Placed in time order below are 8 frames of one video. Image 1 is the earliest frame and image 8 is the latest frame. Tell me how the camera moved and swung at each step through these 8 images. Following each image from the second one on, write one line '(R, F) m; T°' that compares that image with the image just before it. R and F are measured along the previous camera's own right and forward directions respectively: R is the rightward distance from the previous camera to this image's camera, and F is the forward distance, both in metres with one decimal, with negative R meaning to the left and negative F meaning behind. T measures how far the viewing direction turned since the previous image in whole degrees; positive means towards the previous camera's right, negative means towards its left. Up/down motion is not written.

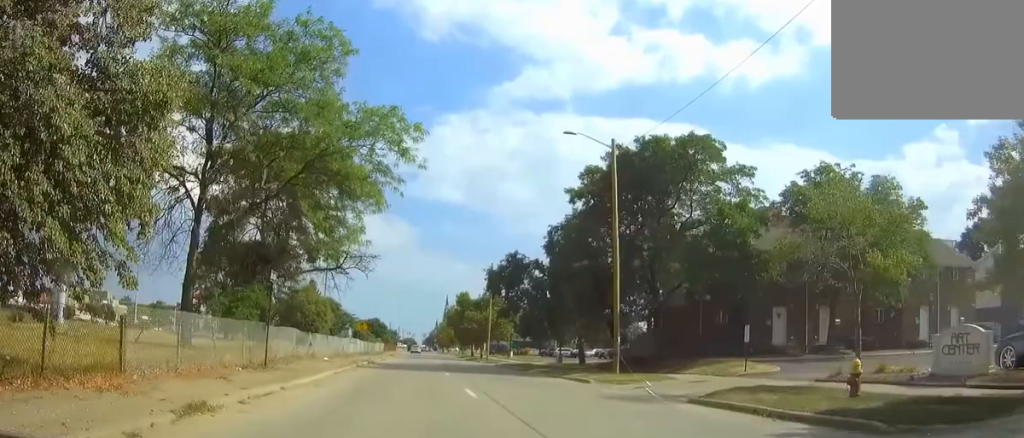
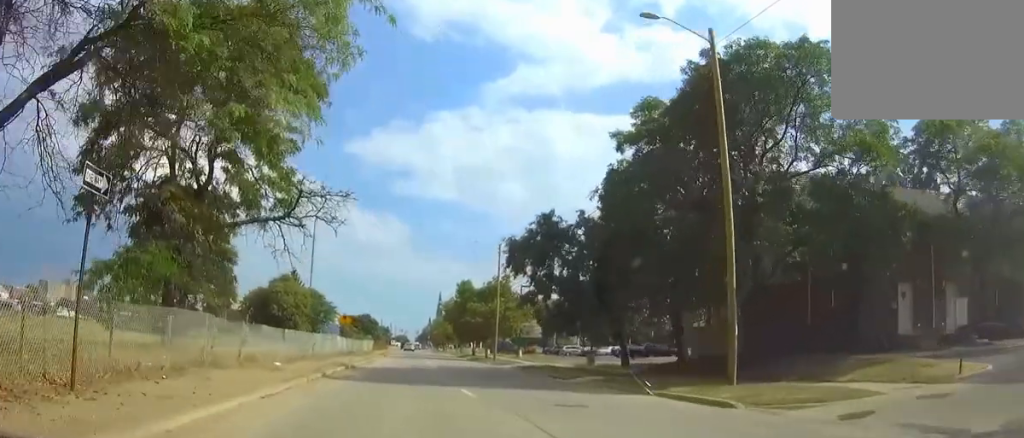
(0.0, +12.1) m; 0°
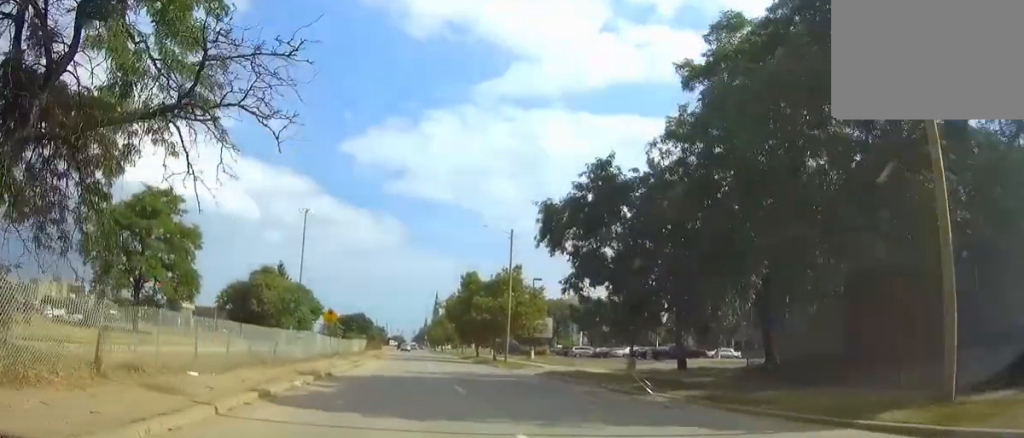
(0.0, +9.7) m; 0°
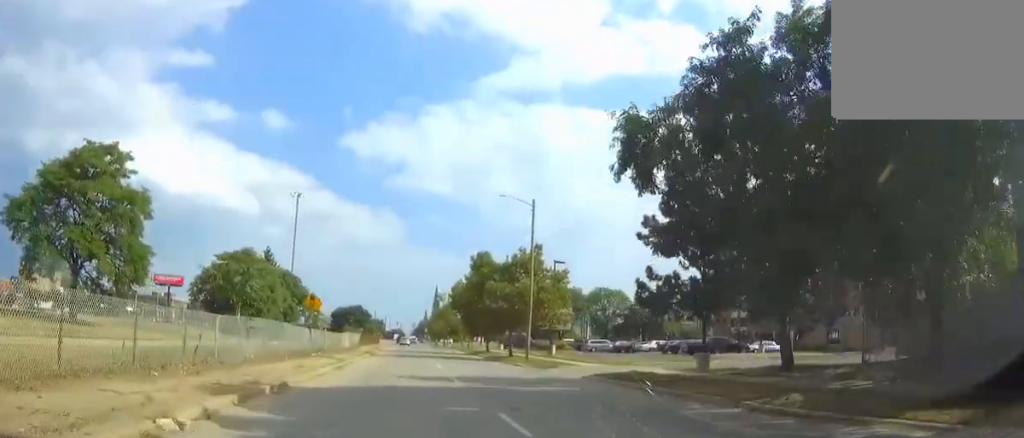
(0.0, +10.6) m; 0°
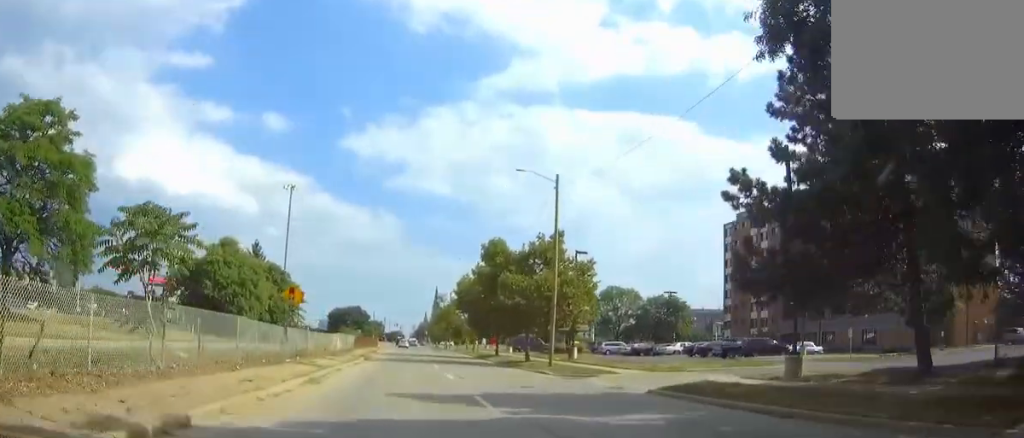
(0.0, +7.5) m; 0°
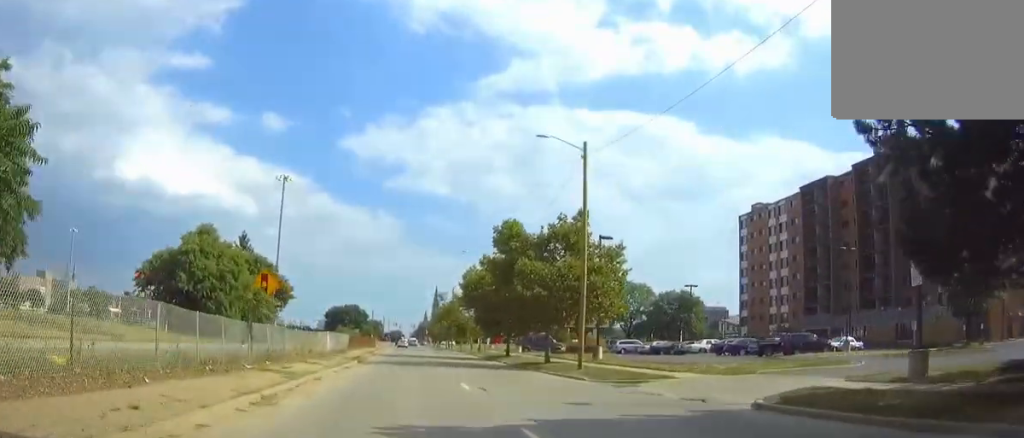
(0.0, +7.0) m; 0°
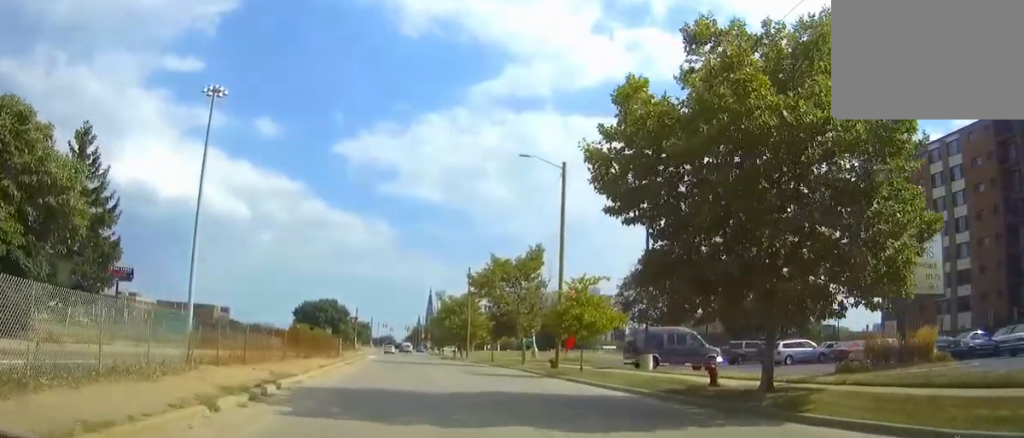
(0.0, +44.1) m; 0°
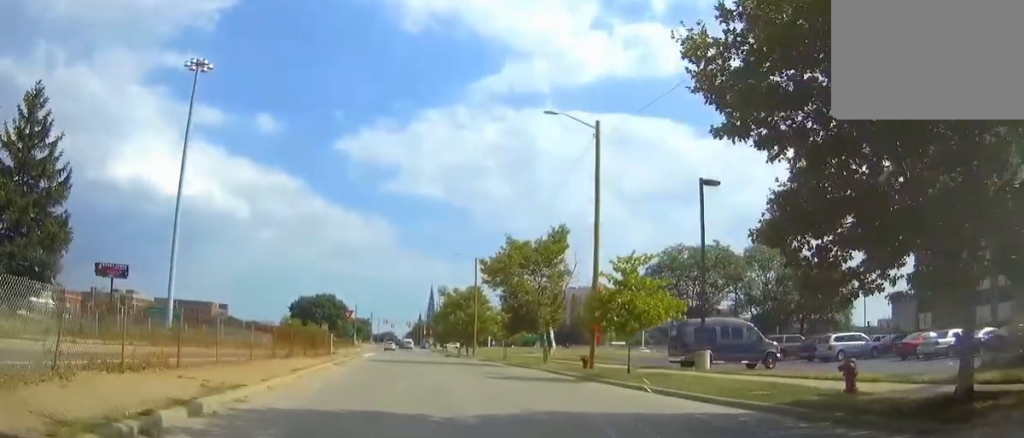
(0.0, +6.8) m; 0°
